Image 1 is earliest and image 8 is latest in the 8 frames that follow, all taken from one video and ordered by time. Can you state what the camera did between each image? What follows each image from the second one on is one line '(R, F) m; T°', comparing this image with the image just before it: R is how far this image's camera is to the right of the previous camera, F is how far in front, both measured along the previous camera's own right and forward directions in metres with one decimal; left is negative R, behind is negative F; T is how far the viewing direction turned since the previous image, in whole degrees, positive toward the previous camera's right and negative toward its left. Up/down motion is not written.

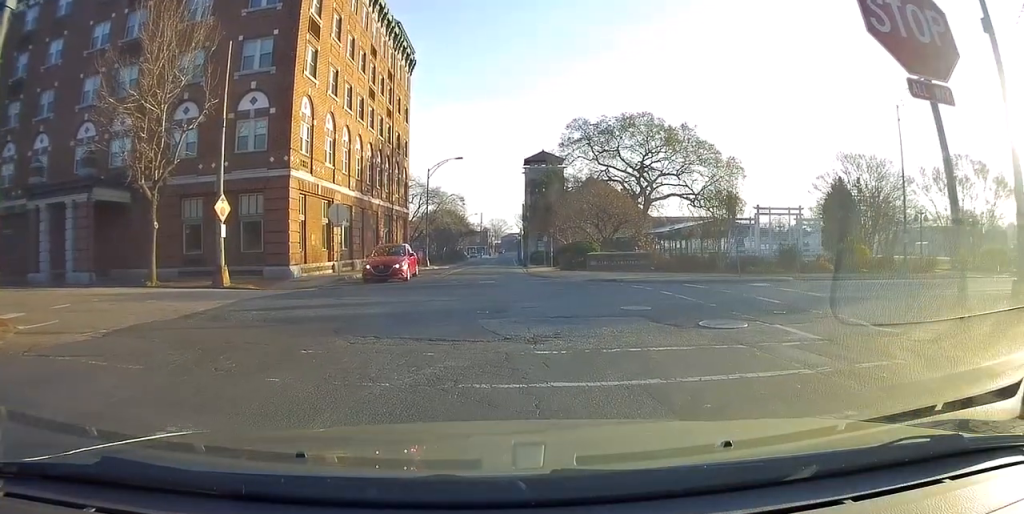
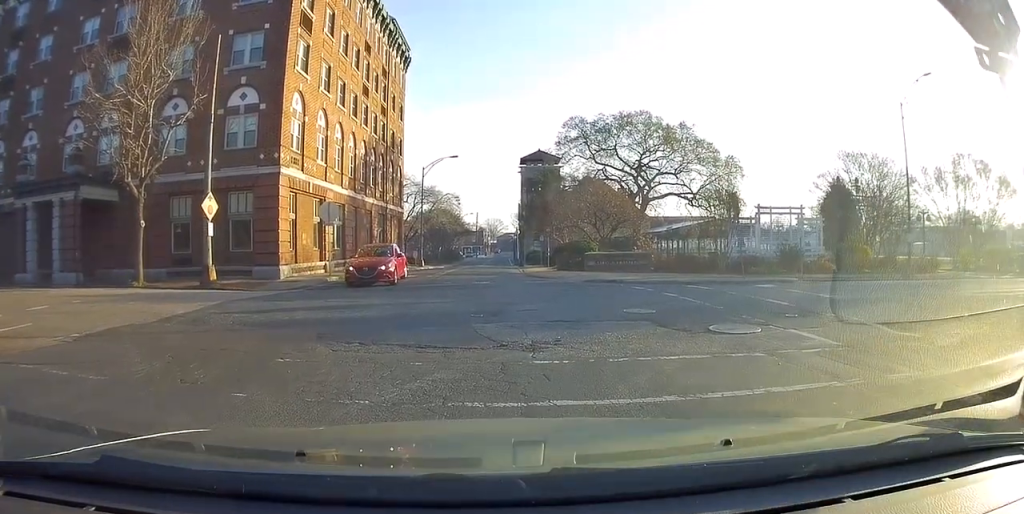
(0.0, +1.2) m; +5°
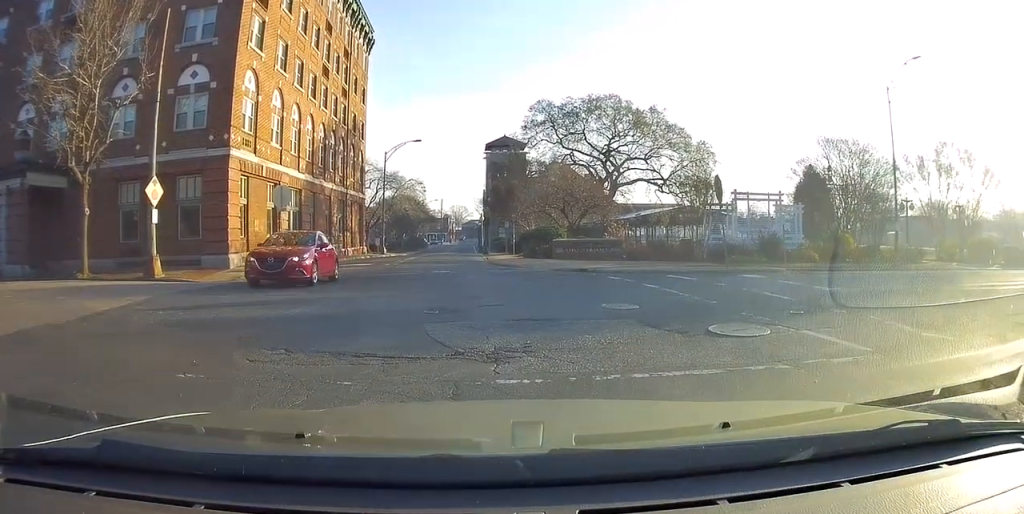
(+0.3, +2.5) m; +13°
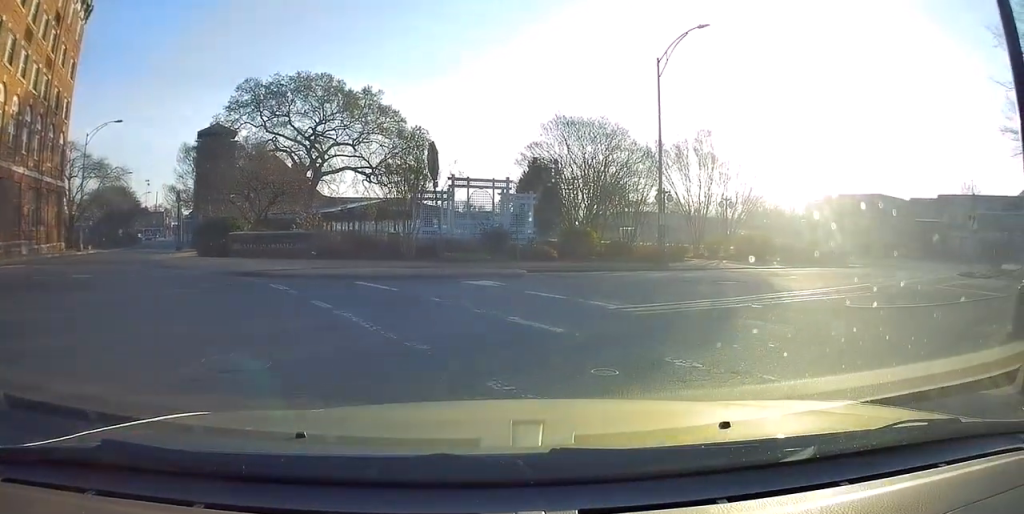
(+0.6, +4.2) m; +17°
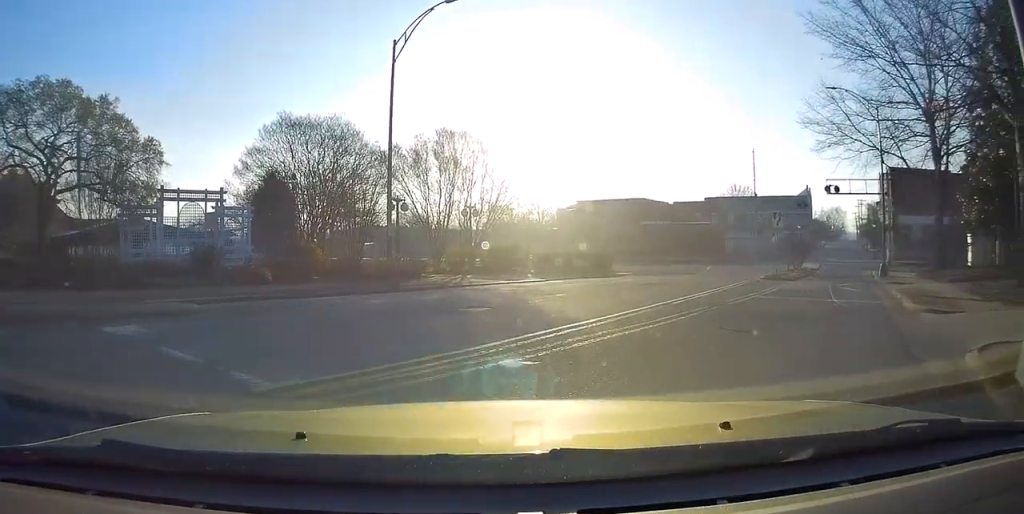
(+0.4, +3.3) m; +20°
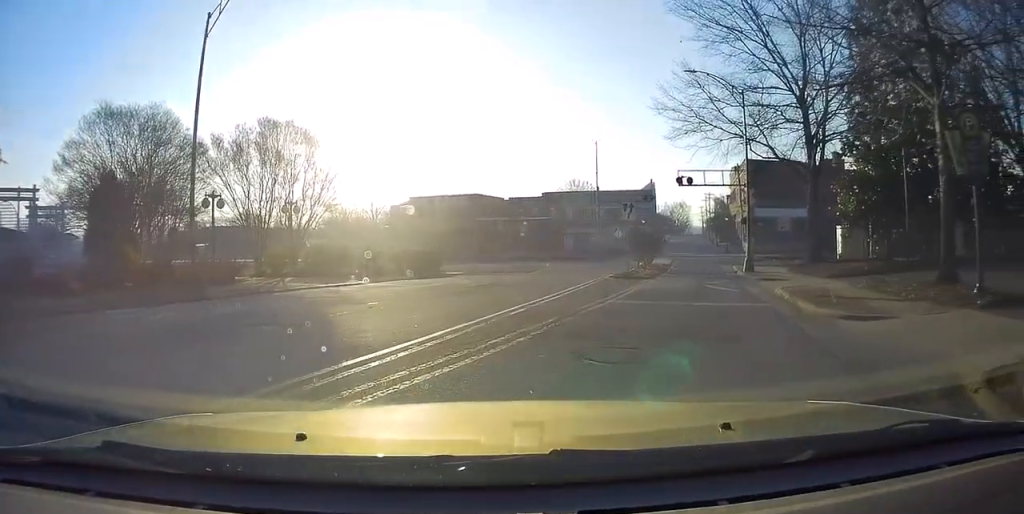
(+0.3, +2.5) m; +16°
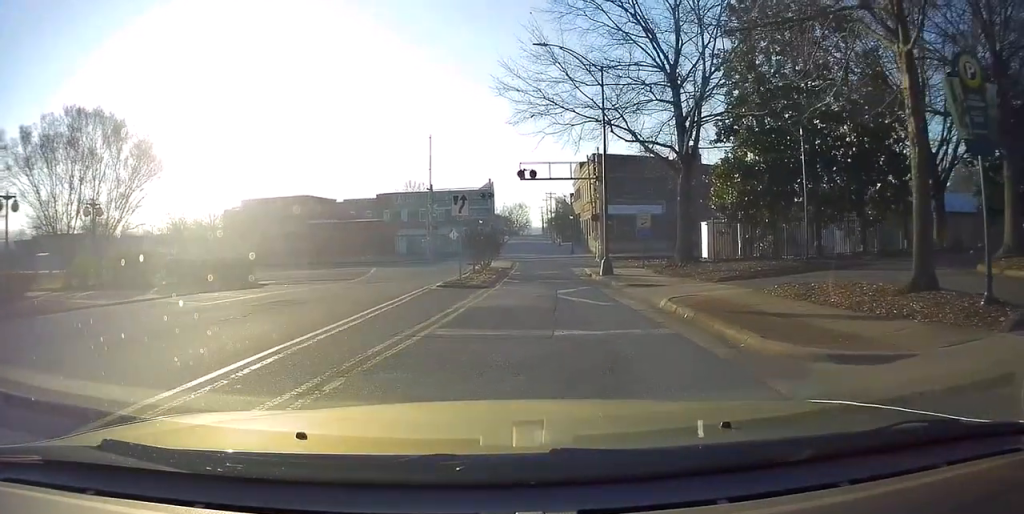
(+0.7, +4.3) m; +11°
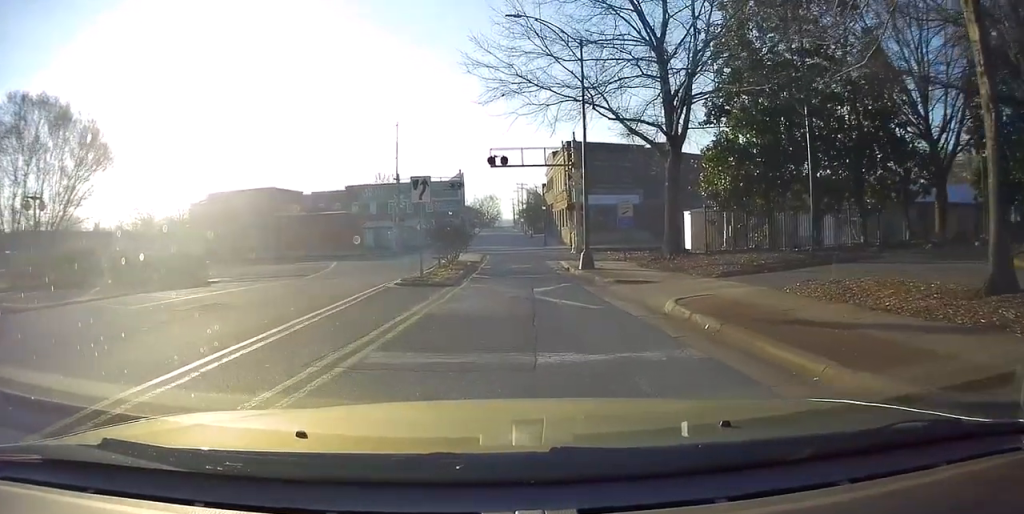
(+0.1, +2.6) m; +4°
